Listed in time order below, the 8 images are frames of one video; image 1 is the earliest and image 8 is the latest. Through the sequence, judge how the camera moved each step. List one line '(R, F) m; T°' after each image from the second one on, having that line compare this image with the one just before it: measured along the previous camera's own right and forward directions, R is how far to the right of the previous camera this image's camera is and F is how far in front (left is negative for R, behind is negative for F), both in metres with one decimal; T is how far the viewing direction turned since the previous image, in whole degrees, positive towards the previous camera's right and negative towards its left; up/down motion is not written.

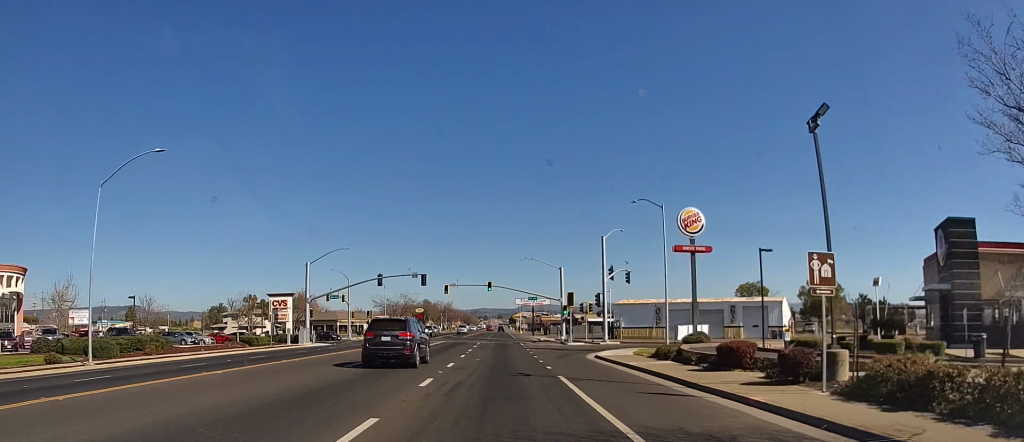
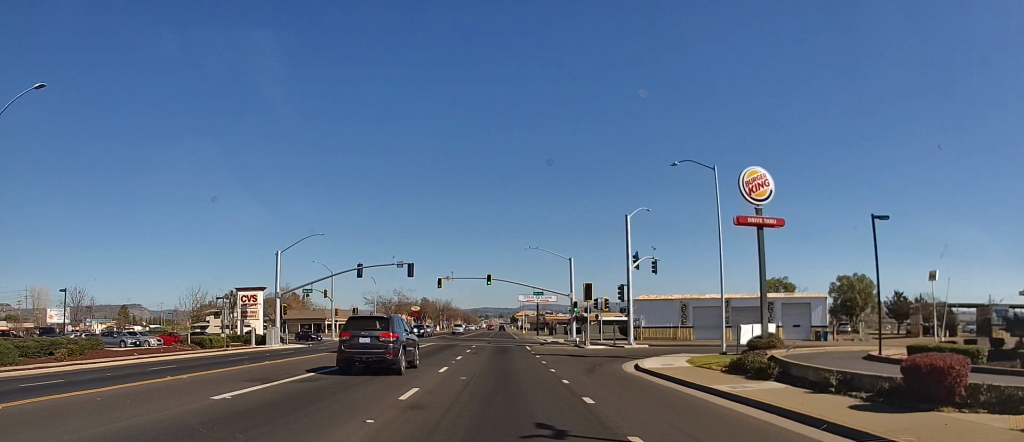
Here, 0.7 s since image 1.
(0.0, +10.5) m; -1°
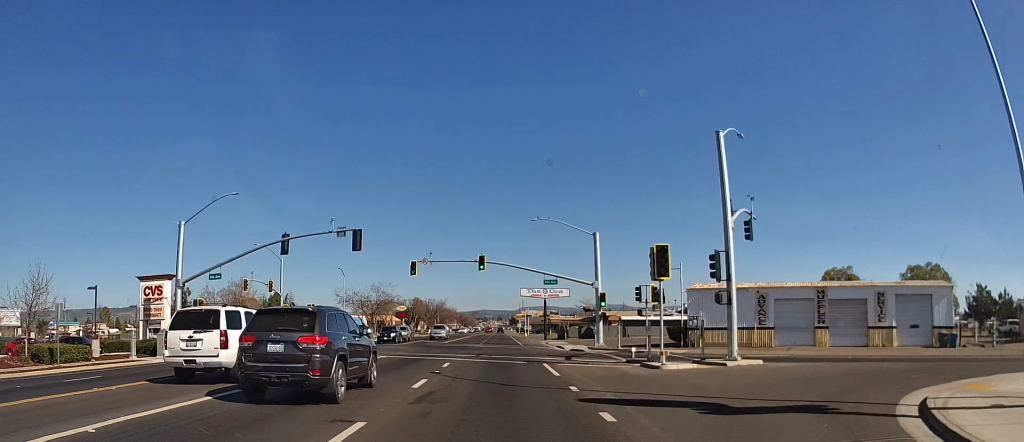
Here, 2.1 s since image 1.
(-0.4, +19.1) m; -1°
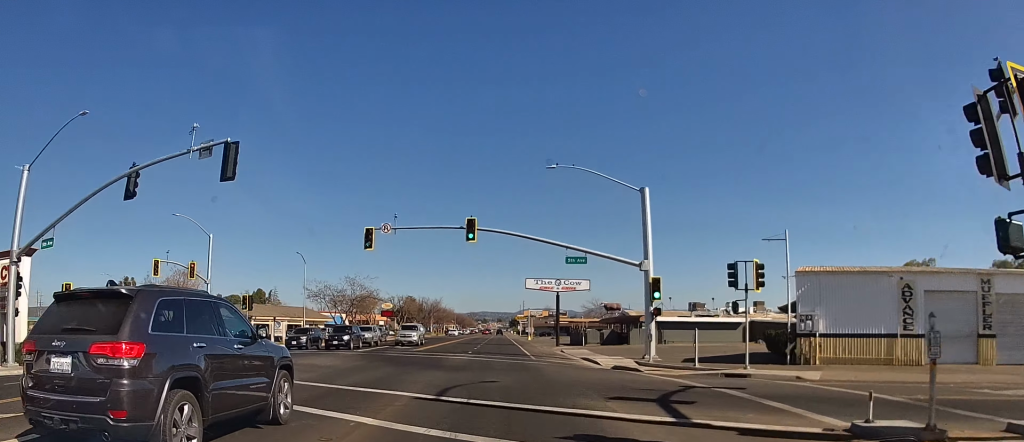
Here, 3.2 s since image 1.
(+0.2, +16.0) m; -1°
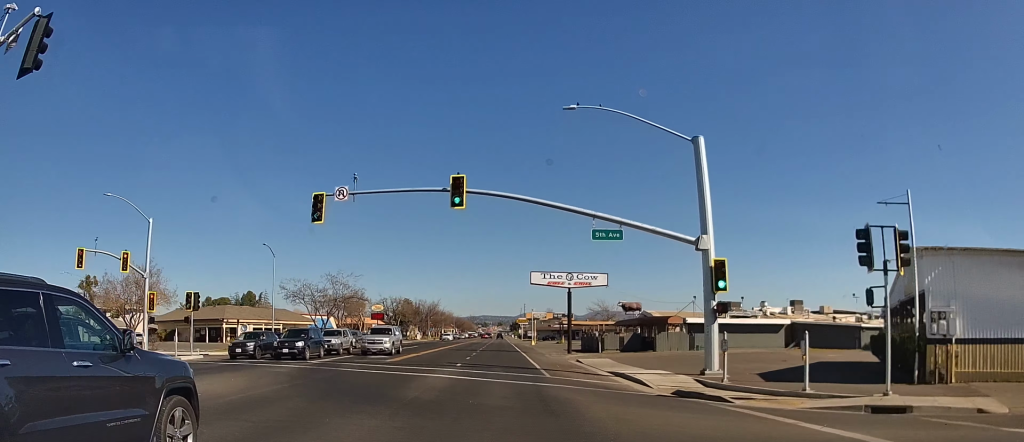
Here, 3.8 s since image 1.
(-0.3, +9.1) m; +1°
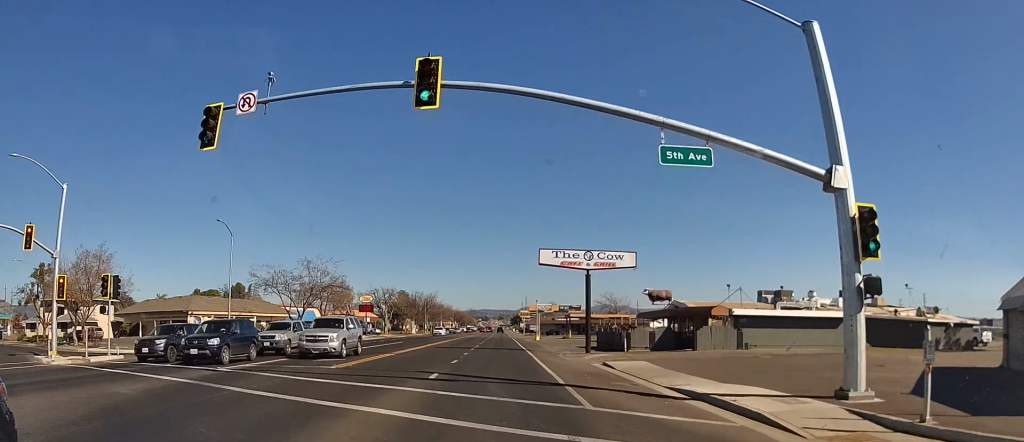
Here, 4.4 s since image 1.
(-0.1, +9.3) m; +1°
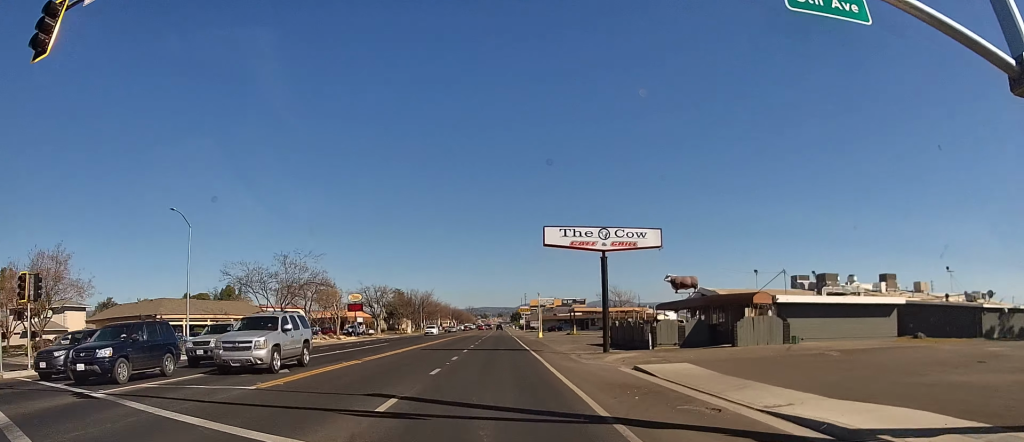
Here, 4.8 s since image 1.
(+0.3, +6.4) m; 0°
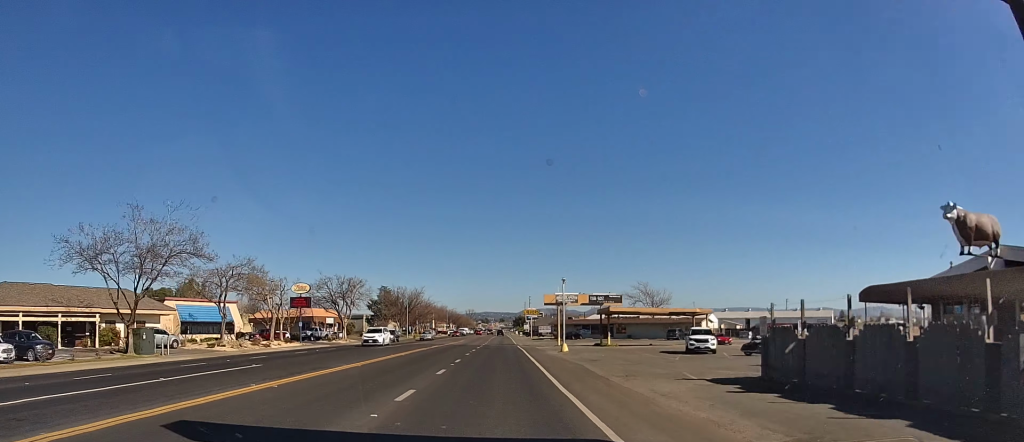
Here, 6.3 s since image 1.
(-0.5, +25.4) m; -1°
